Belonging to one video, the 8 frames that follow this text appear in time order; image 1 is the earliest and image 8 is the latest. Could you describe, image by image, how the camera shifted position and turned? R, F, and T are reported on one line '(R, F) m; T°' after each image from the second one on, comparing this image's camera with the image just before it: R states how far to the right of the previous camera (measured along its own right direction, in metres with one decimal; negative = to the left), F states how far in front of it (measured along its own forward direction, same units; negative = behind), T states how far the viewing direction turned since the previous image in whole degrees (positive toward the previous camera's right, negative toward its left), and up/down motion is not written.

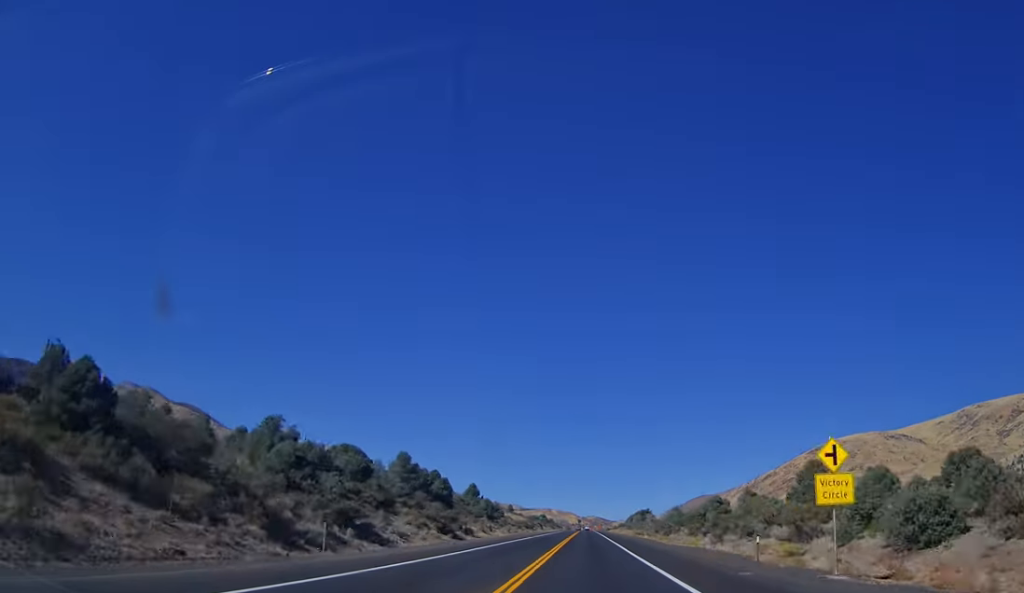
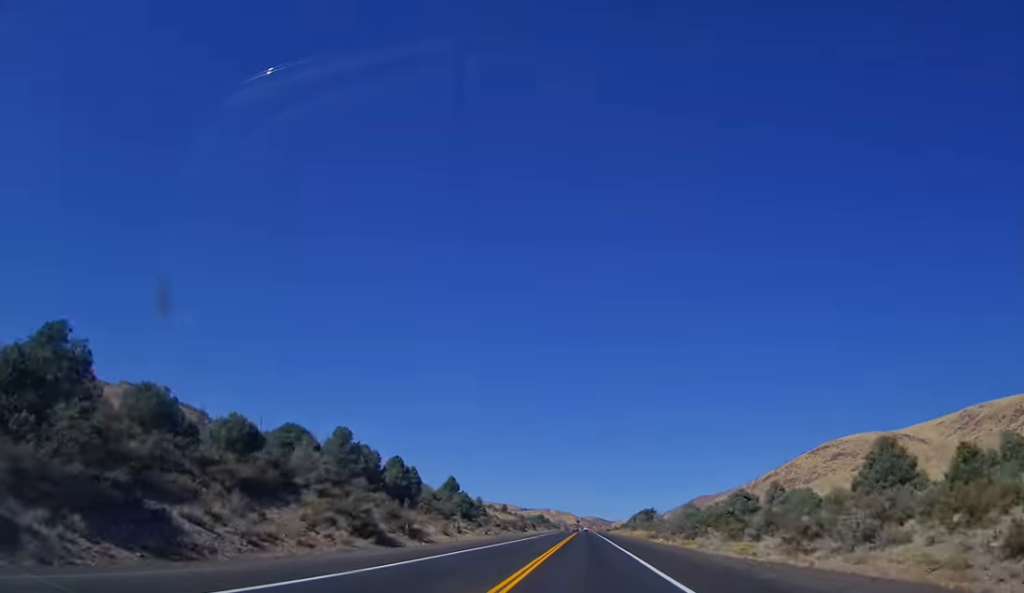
(0.0, +23.2) m; 0°
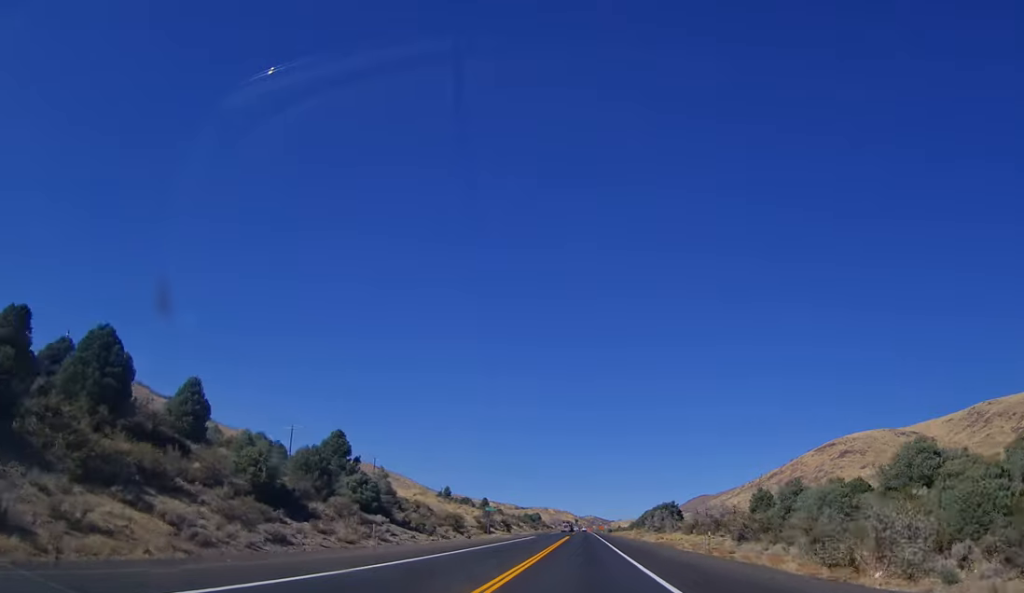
(+0.2, +60.9) m; 0°
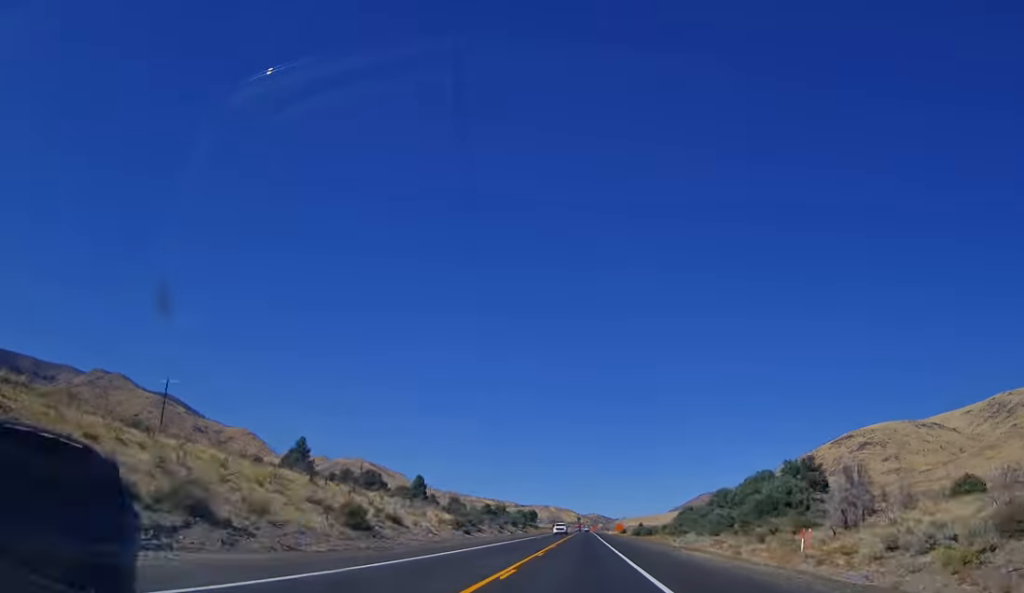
(-0.8, +113.3) m; -1°
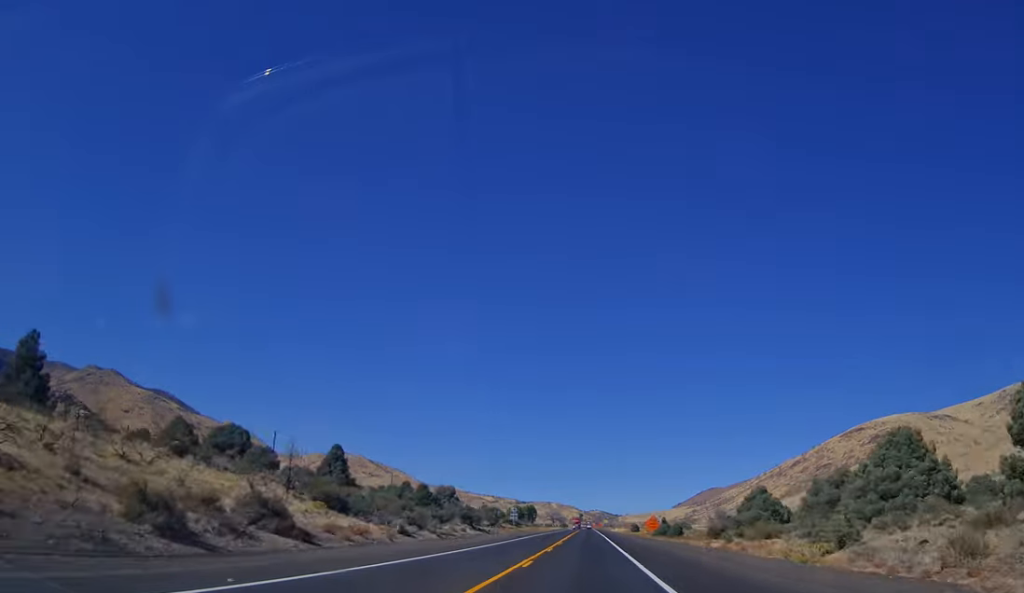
(0.0, +57.4) m; 0°
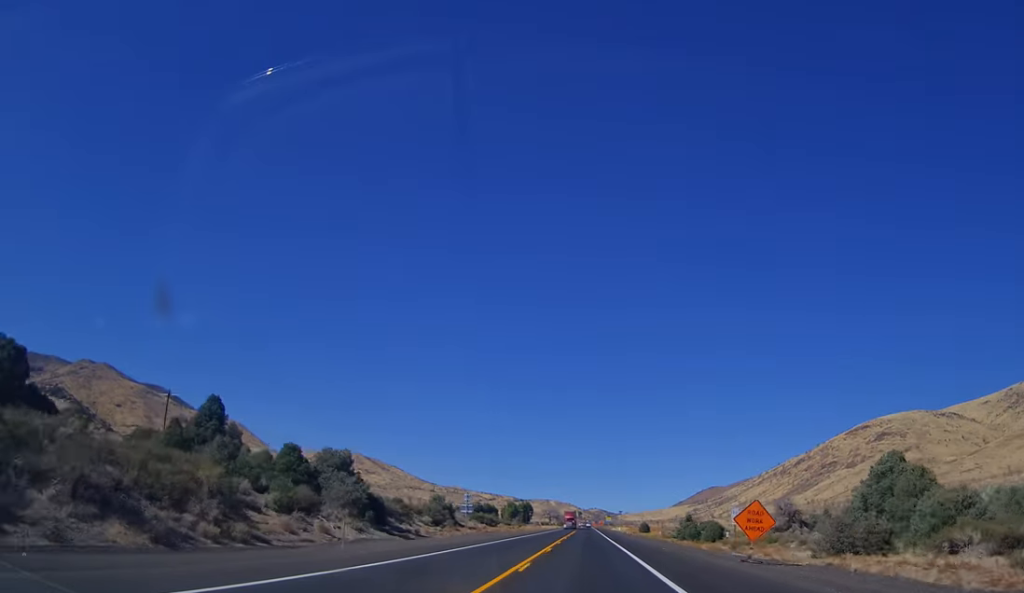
(+0.1, +39.3) m; 0°
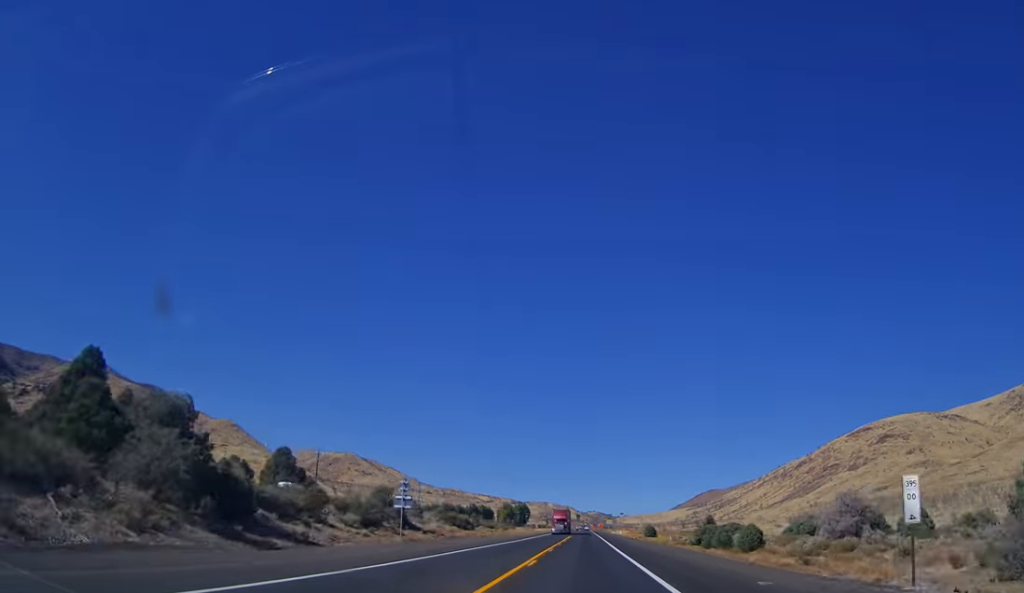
(+0.1, +21.3) m; 0°
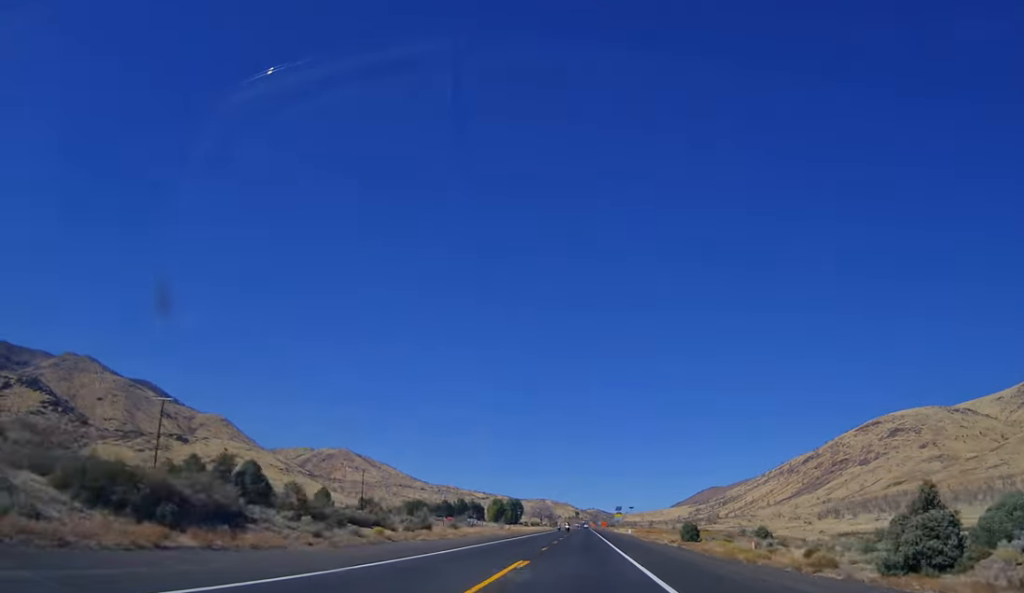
(-0.1, +63.5) m; 0°
